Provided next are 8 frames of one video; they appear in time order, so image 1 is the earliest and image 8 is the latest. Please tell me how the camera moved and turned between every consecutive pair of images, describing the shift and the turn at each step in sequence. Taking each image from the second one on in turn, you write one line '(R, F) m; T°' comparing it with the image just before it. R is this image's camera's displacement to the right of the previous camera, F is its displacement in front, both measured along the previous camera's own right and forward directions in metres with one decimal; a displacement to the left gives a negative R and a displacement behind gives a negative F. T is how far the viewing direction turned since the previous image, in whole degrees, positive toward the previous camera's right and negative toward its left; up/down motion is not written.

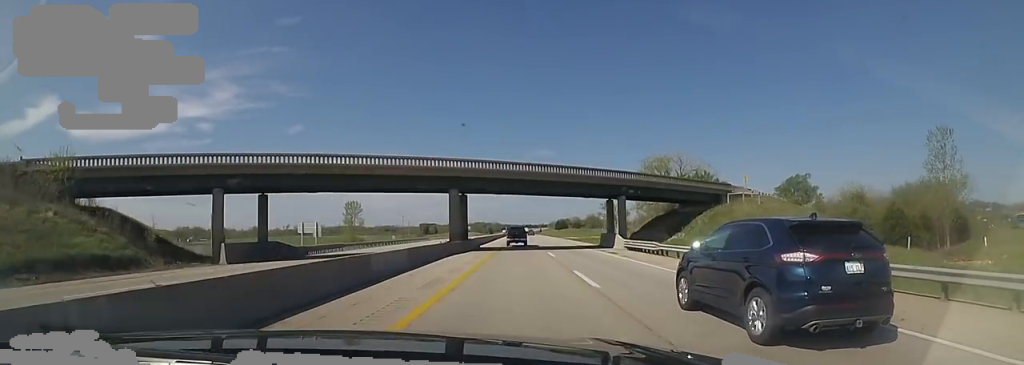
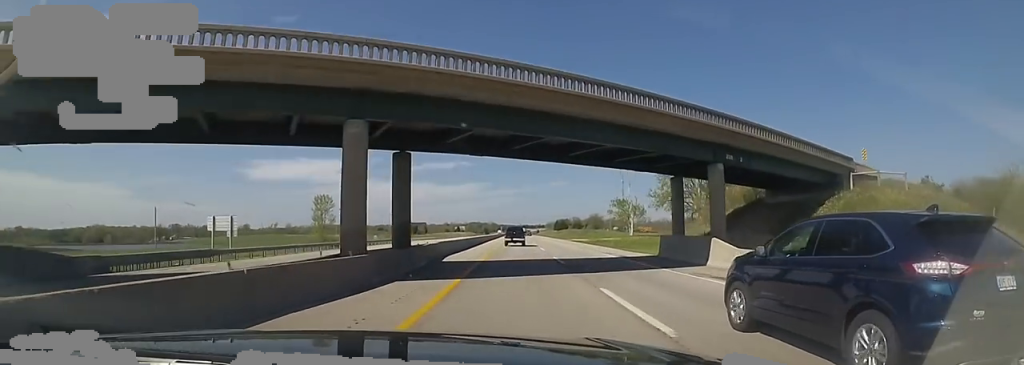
(+0.4, +21.0) m; 0°
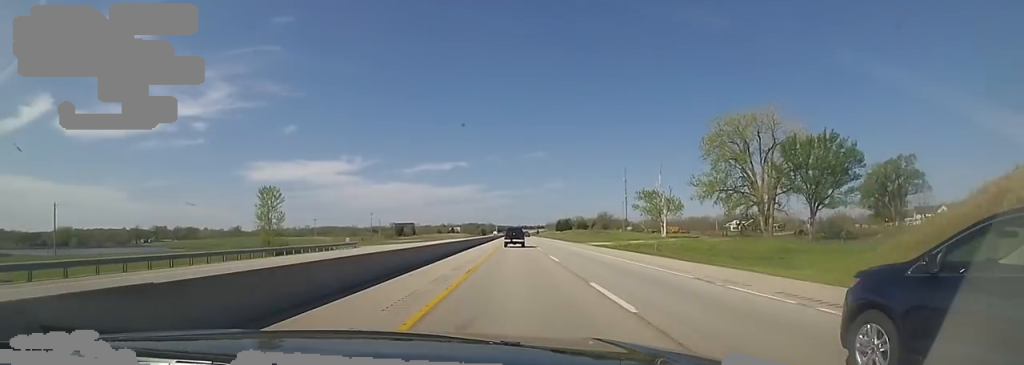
(-0.3, +27.9) m; +1°
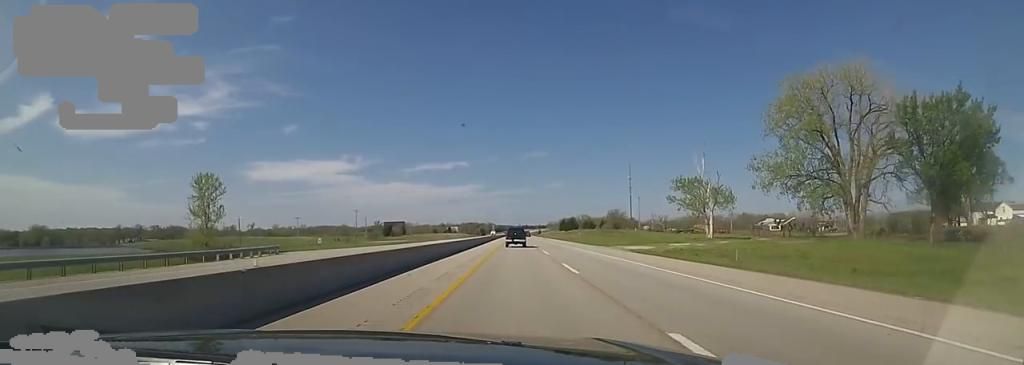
(+0.1, +22.1) m; +1°
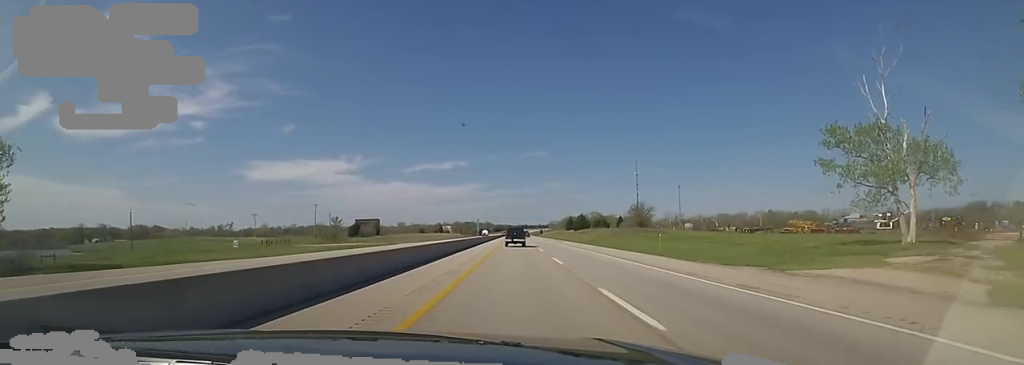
(+1.0, +39.6) m; 0°
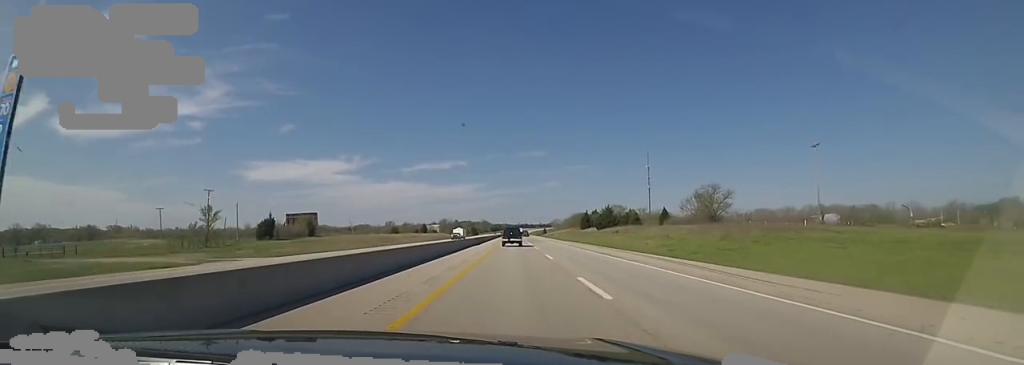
(-1.3, +57.4) m; -2°
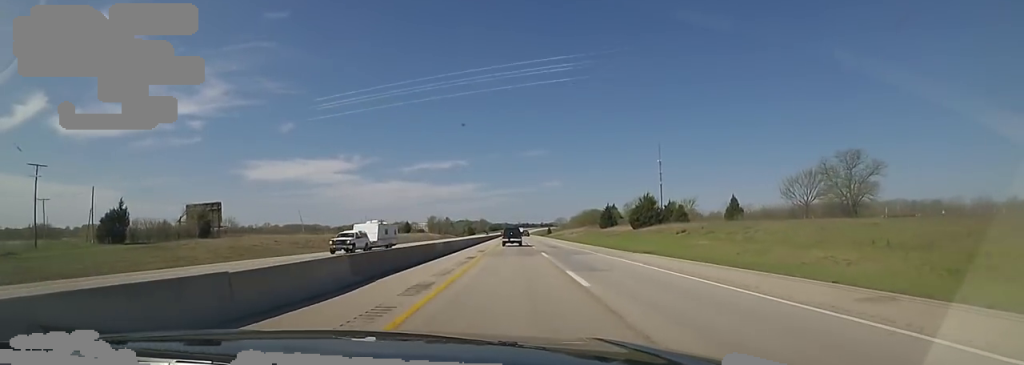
(+0.1, +43.0) m; +2°
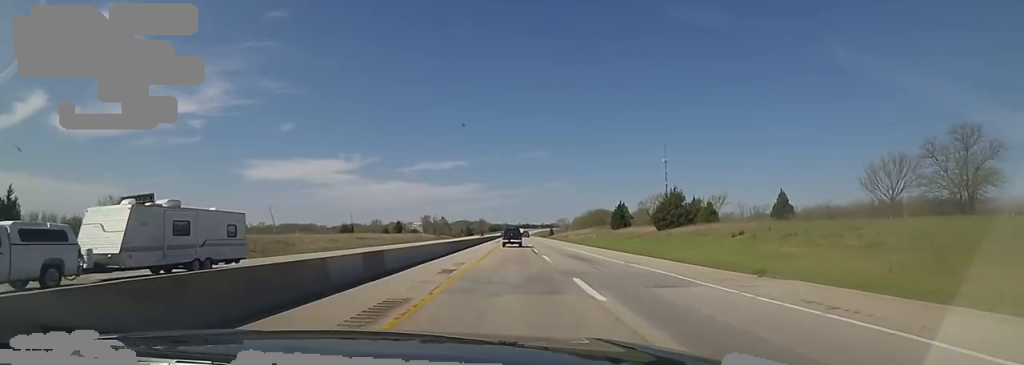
(+0.9, +17.4) m; +1°
